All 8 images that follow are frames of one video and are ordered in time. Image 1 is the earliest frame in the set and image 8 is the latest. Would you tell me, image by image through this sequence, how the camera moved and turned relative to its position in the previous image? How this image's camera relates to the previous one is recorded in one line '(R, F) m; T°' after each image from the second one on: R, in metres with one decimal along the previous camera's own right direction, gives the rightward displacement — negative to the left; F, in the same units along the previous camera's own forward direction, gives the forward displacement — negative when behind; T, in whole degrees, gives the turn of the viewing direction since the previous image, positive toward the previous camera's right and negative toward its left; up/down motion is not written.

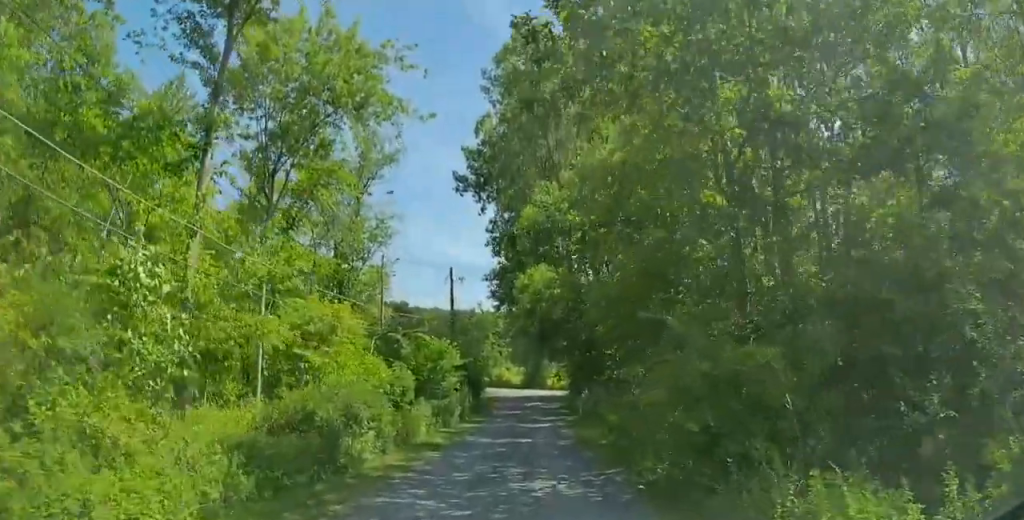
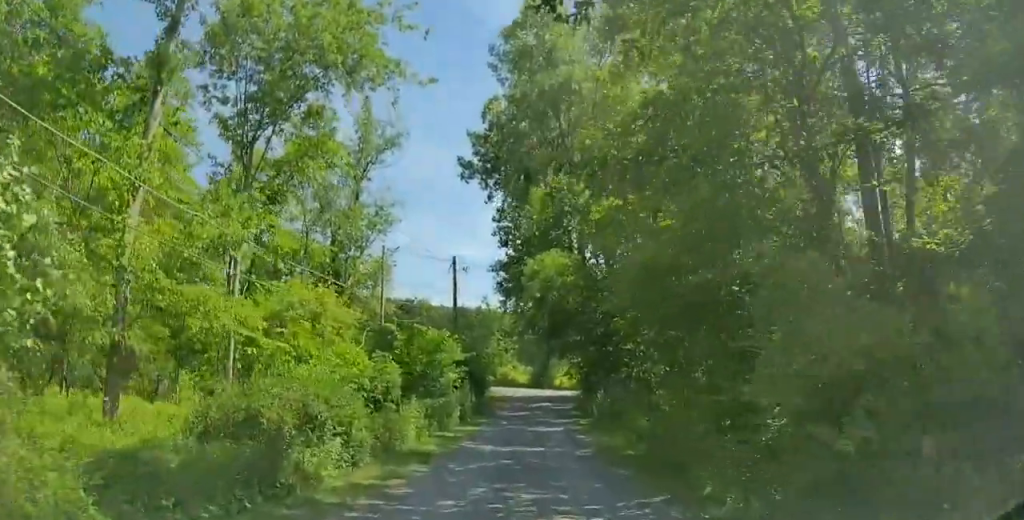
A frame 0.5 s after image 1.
(-0.2, +3.2) m; -1°
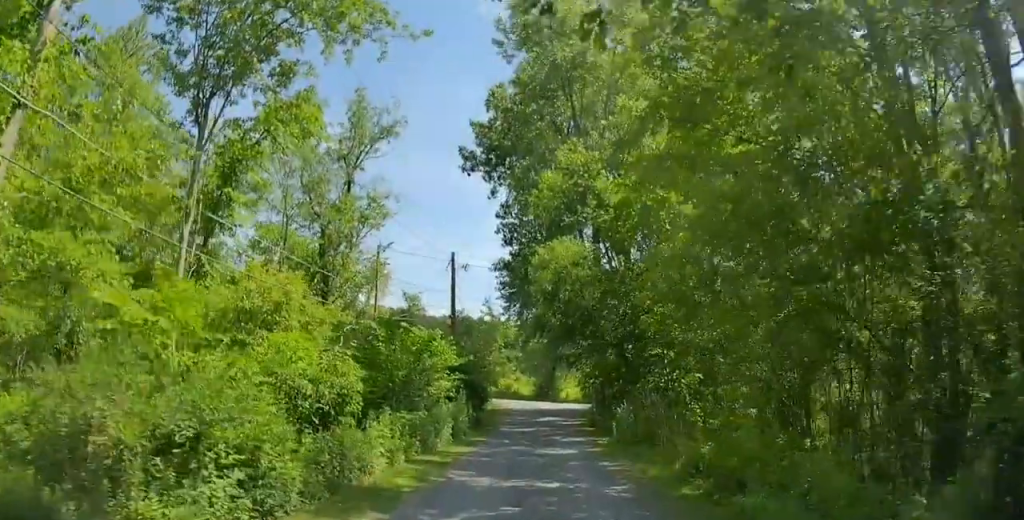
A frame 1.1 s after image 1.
(0.0, +4.1) m; -1°
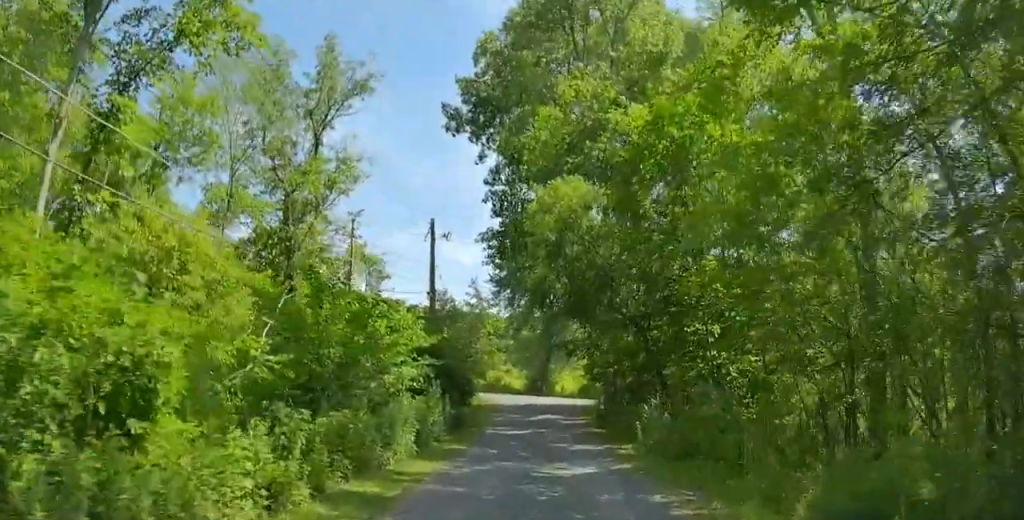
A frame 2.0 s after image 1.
(0.0, +5.8) m; -1°
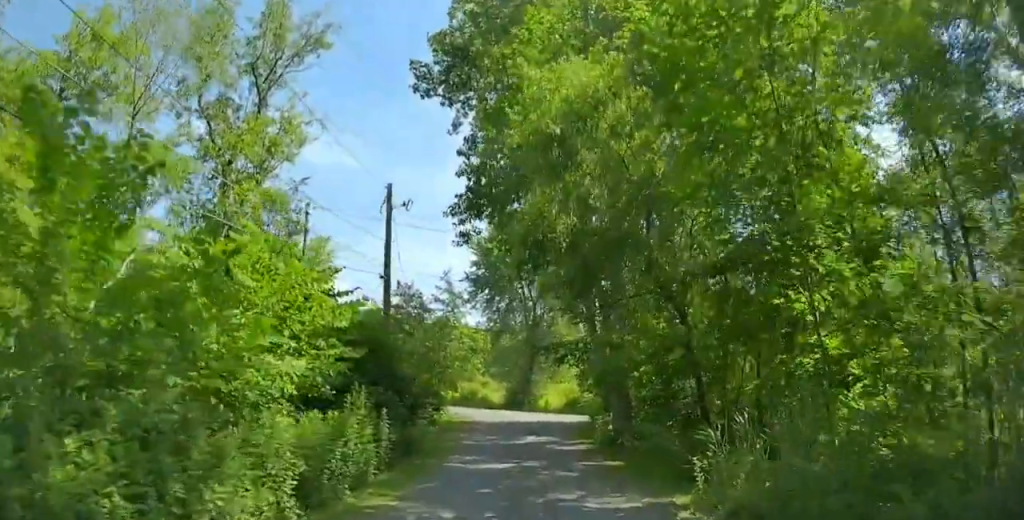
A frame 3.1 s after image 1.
(-0.2, +7.0) m; -1°
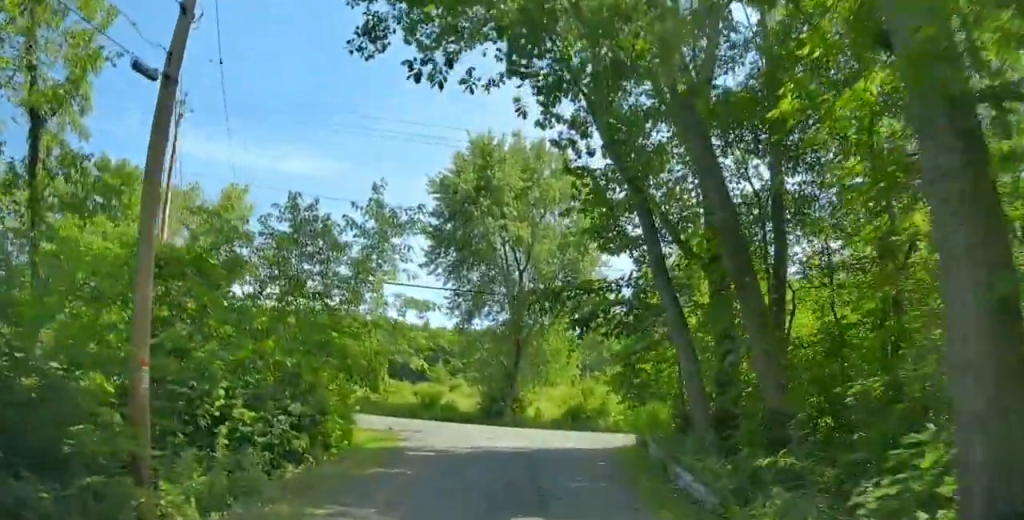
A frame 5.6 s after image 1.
(+0.8, +15.8) m; +7°
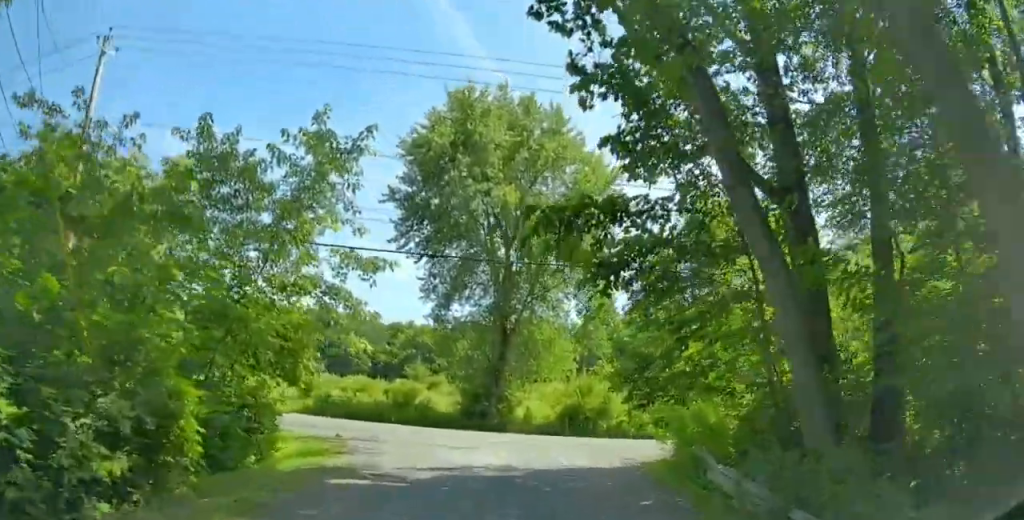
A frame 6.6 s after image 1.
(+0.3, +5.5) m; +2°
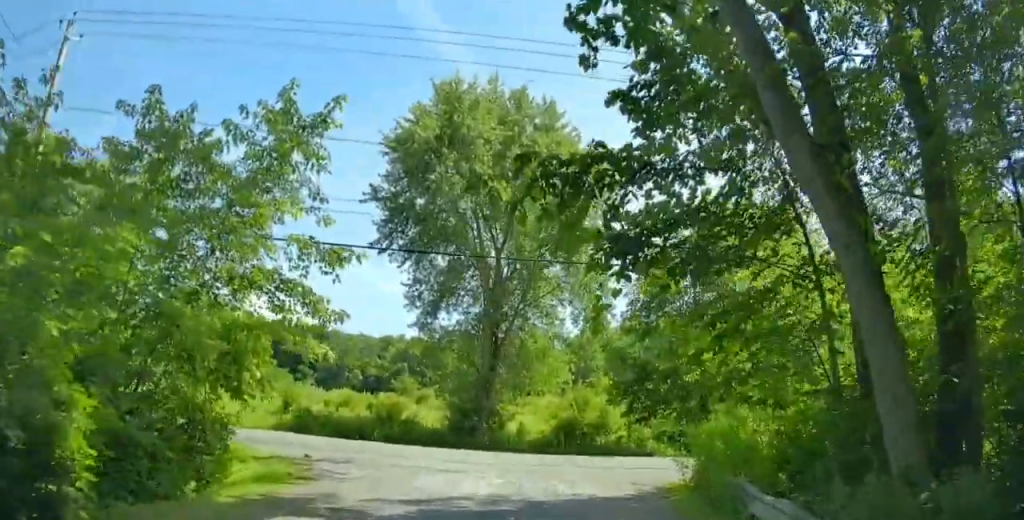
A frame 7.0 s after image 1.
(0.0, +2.2) m; +1°
